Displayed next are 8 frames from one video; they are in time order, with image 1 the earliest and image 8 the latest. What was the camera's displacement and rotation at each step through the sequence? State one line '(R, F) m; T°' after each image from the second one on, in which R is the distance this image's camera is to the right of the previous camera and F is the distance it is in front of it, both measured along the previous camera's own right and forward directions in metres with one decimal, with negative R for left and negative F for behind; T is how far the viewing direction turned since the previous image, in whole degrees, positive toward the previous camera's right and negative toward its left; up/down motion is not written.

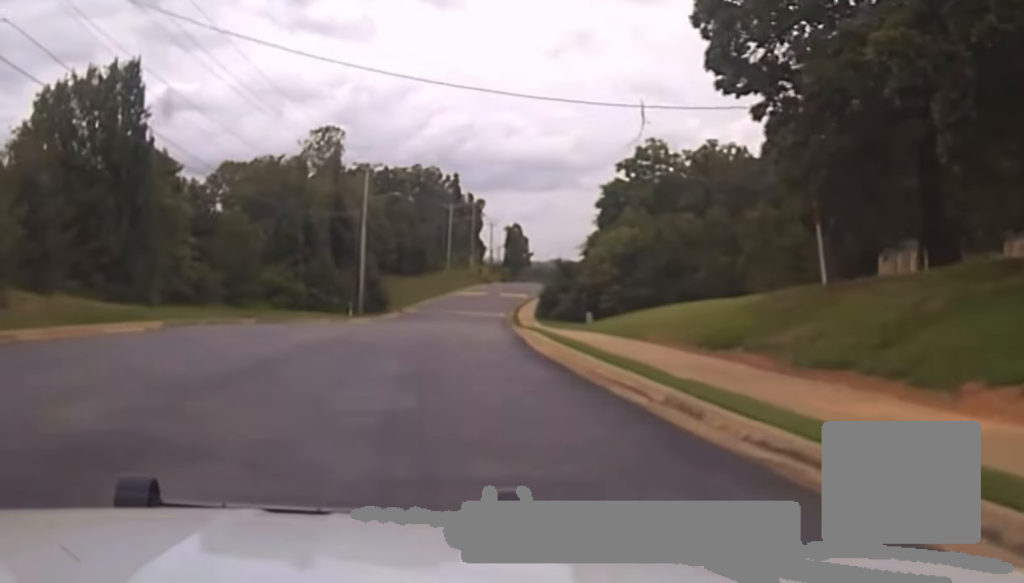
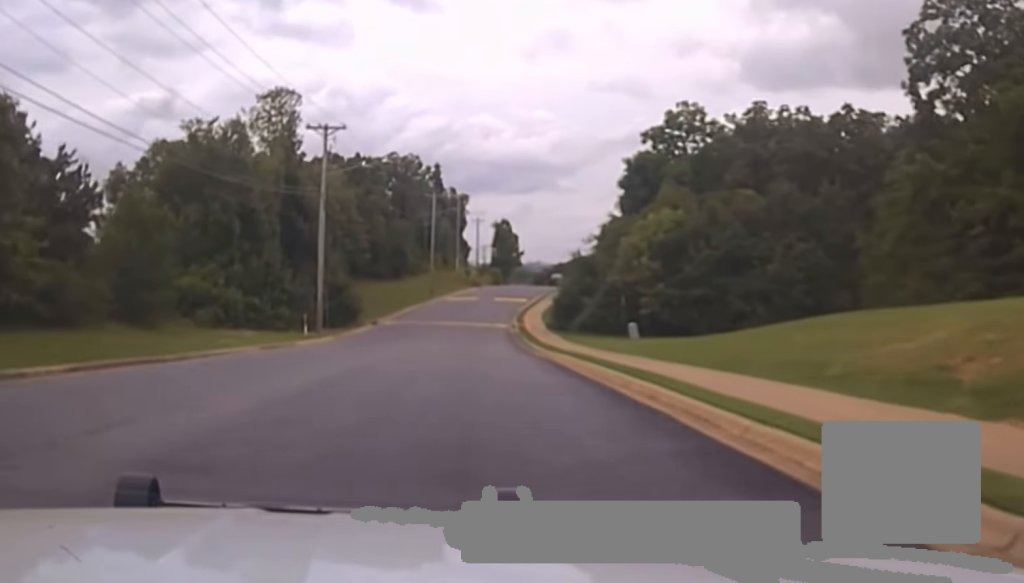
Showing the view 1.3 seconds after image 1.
(+0.4, +21.6) m; +2°
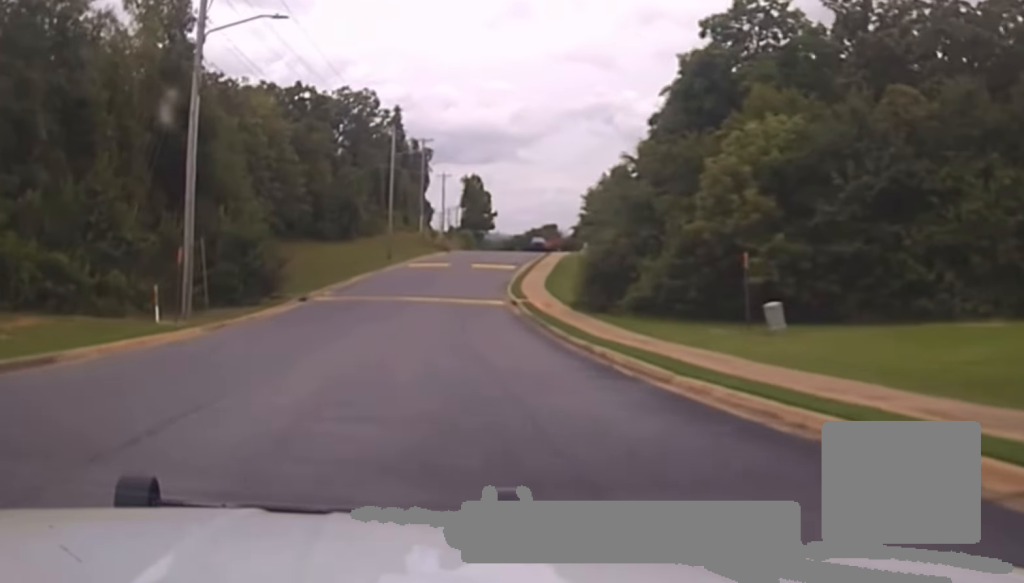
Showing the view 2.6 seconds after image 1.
(+0.5, +25.9) m; +1°
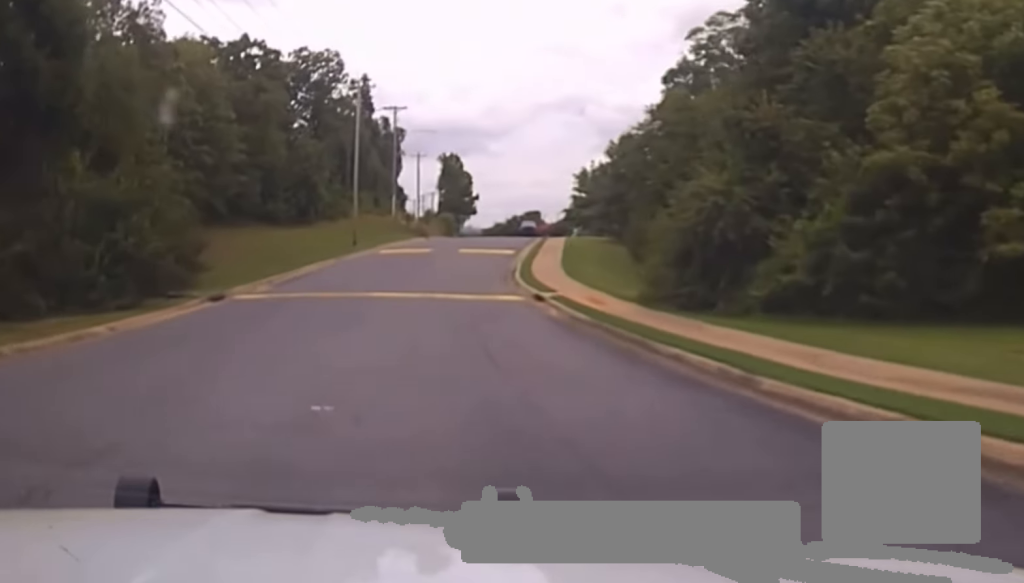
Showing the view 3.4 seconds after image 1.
(0.0, +17.7) m; 0°
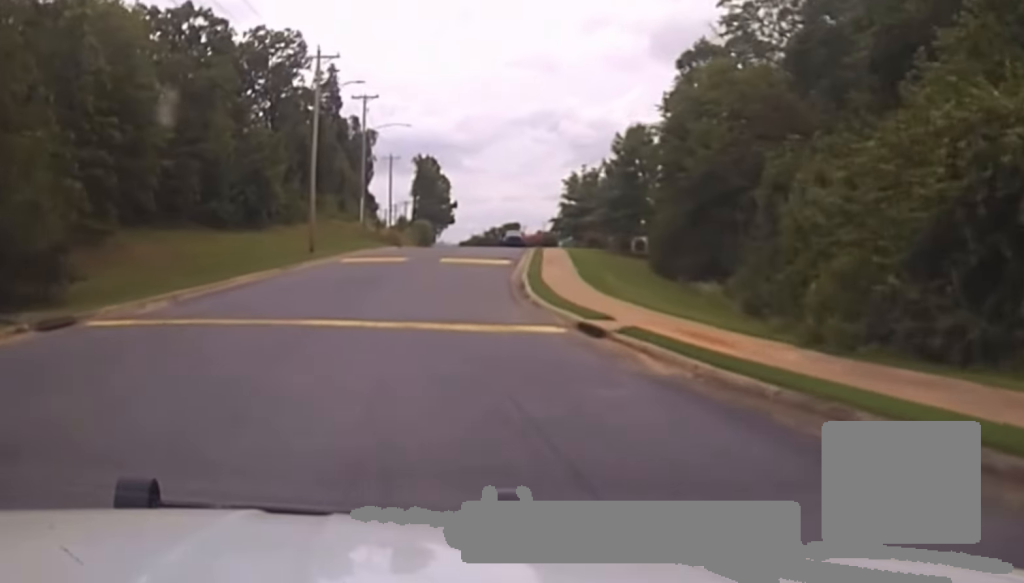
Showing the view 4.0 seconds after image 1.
(+0.1, +14.7) m; +1°
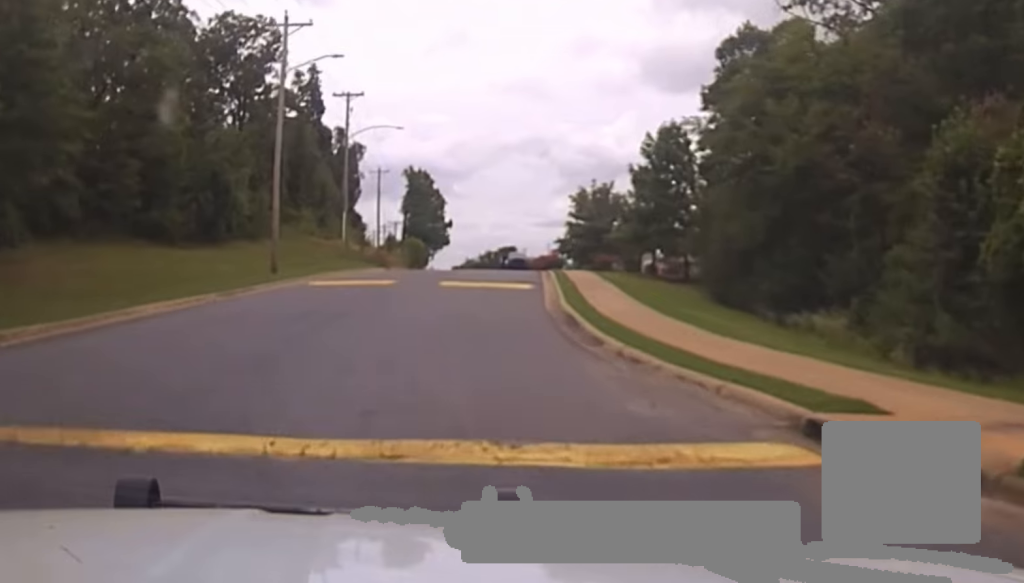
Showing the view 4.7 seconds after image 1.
(0.0, +15.3) m; +2°
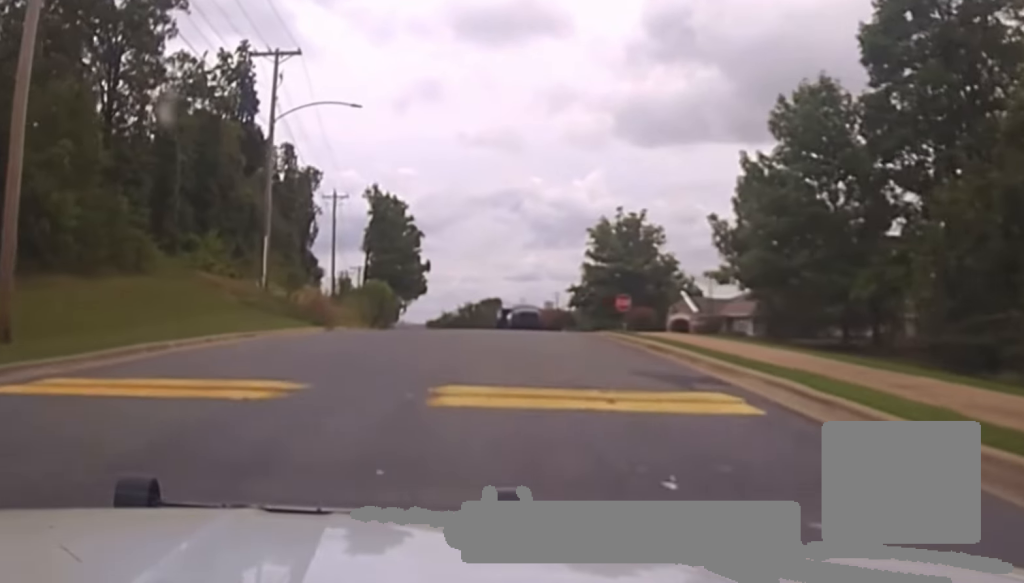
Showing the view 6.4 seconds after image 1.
(+1.0, +32.1) m; +2°
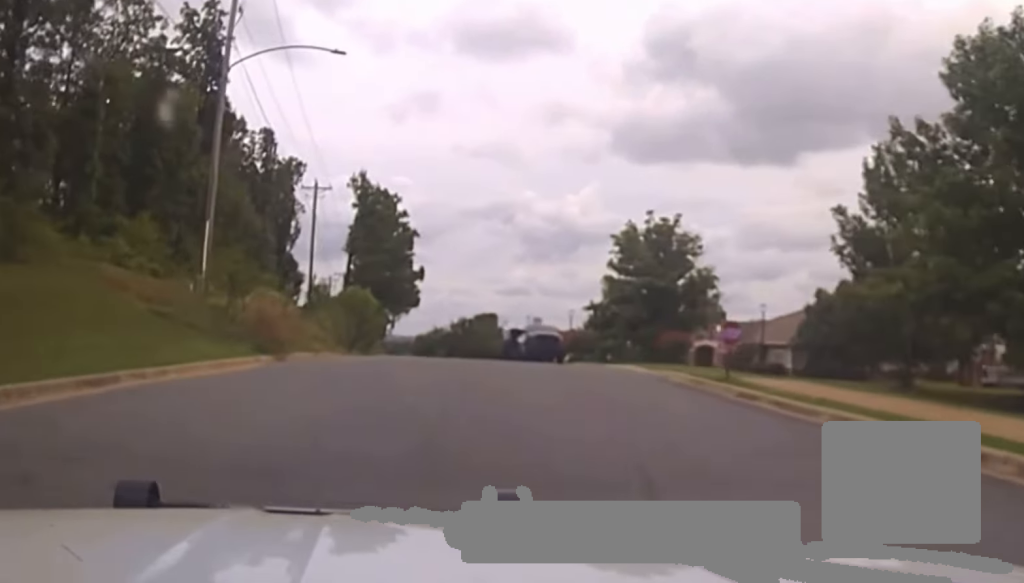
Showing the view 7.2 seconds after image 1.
(0.0, +13.2) m; +1°
